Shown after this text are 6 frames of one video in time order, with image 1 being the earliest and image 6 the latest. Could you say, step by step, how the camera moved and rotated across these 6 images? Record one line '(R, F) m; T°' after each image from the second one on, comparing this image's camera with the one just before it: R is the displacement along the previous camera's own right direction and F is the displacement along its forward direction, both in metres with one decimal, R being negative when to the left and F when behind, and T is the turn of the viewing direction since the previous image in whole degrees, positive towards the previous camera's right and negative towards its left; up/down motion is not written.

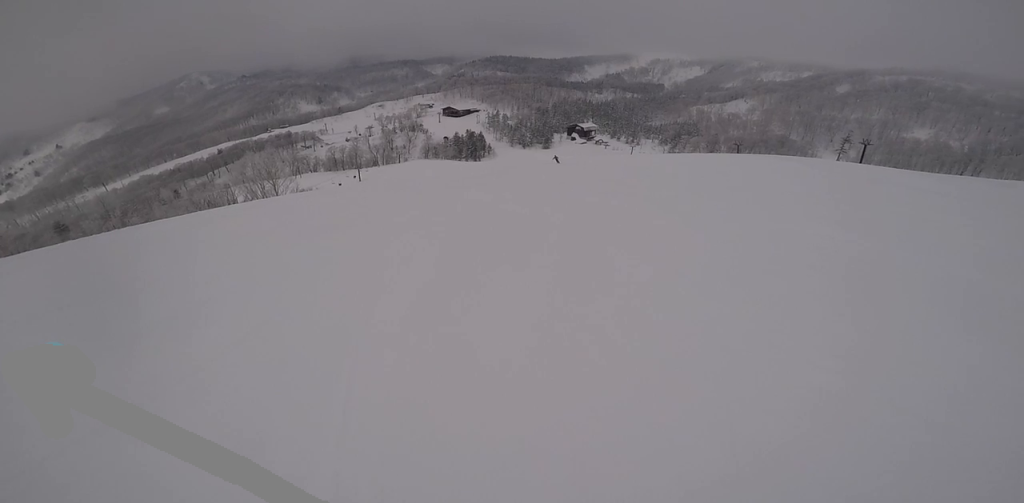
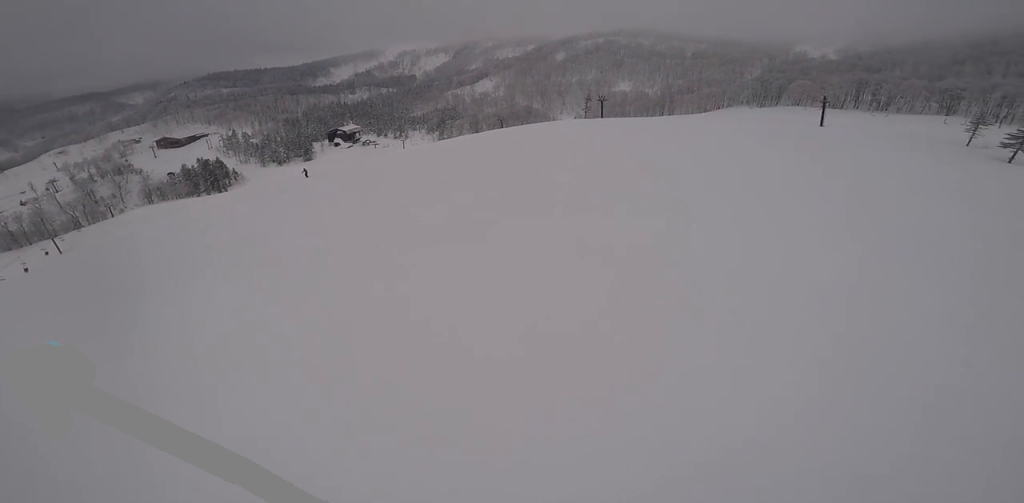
(+1.5, +7.9) m; +21°
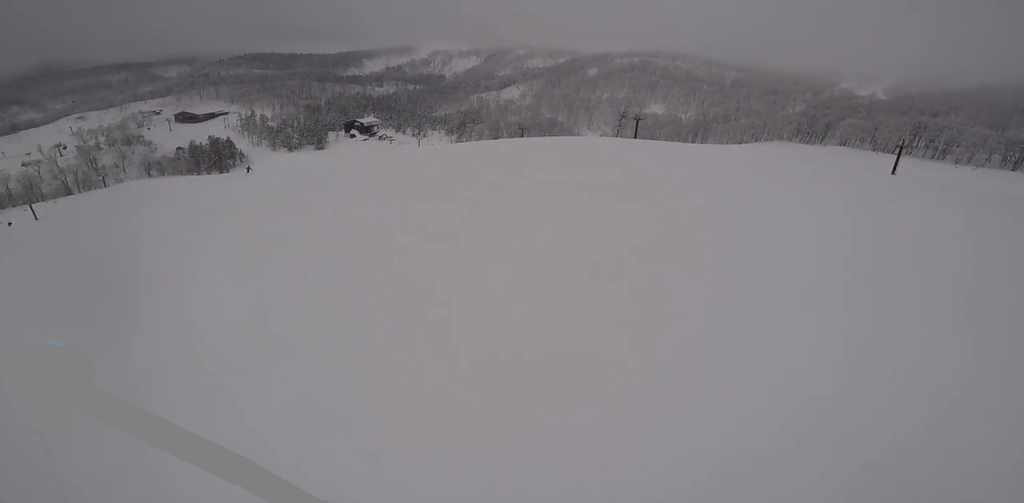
(+0.7, +13.1) m; -15°
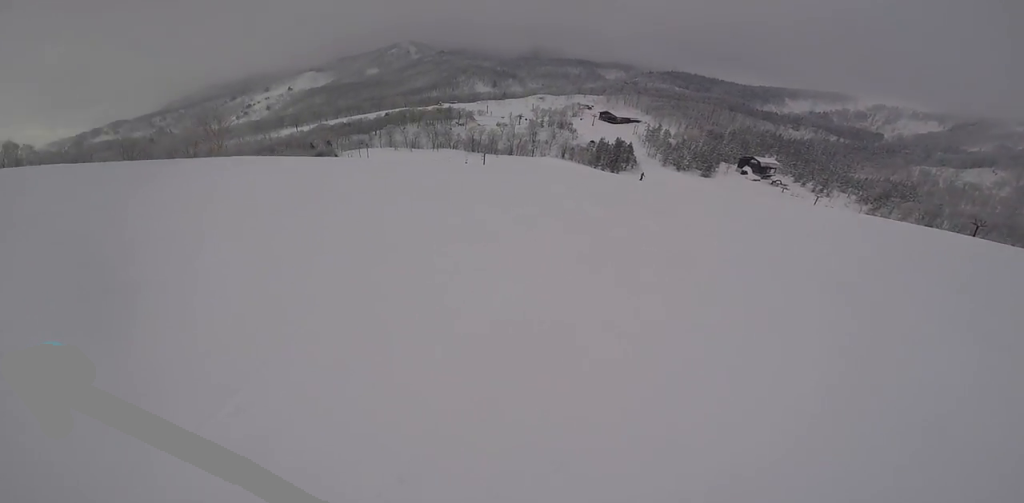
(-1.4, +5.0) m; -24°
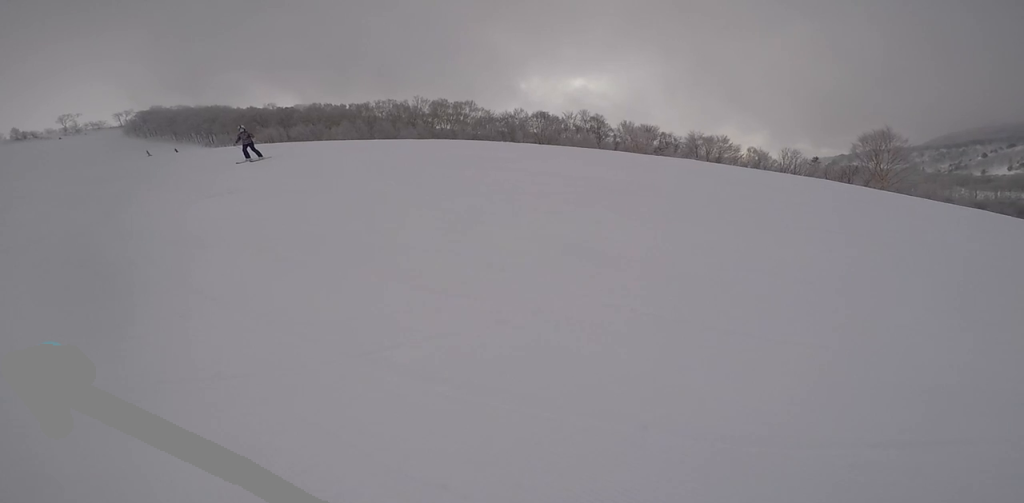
(-1.4, +7.3) m; -16°
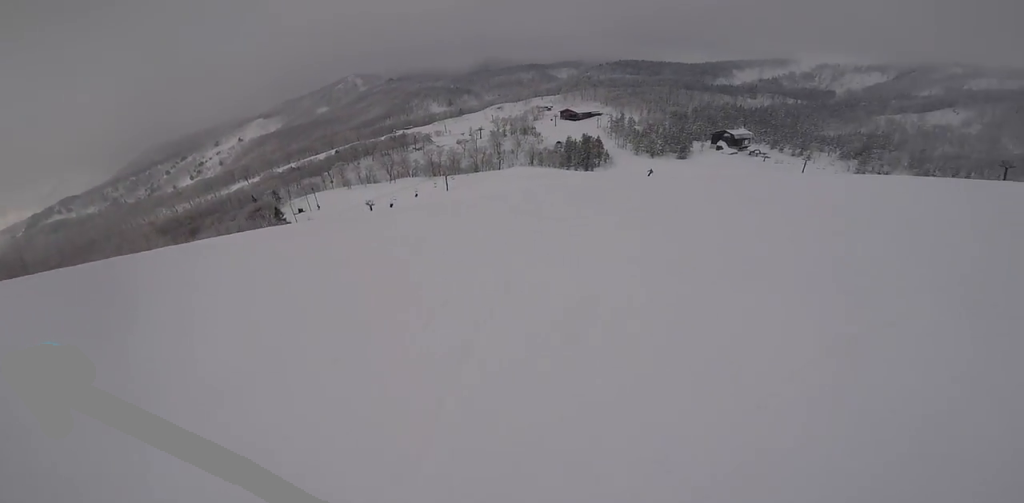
(0.0, +12.4) m; +12°
